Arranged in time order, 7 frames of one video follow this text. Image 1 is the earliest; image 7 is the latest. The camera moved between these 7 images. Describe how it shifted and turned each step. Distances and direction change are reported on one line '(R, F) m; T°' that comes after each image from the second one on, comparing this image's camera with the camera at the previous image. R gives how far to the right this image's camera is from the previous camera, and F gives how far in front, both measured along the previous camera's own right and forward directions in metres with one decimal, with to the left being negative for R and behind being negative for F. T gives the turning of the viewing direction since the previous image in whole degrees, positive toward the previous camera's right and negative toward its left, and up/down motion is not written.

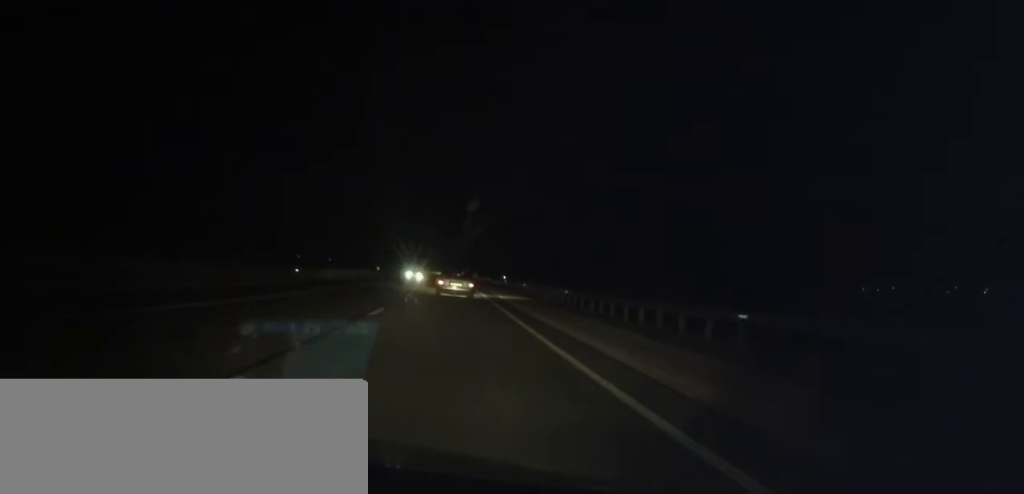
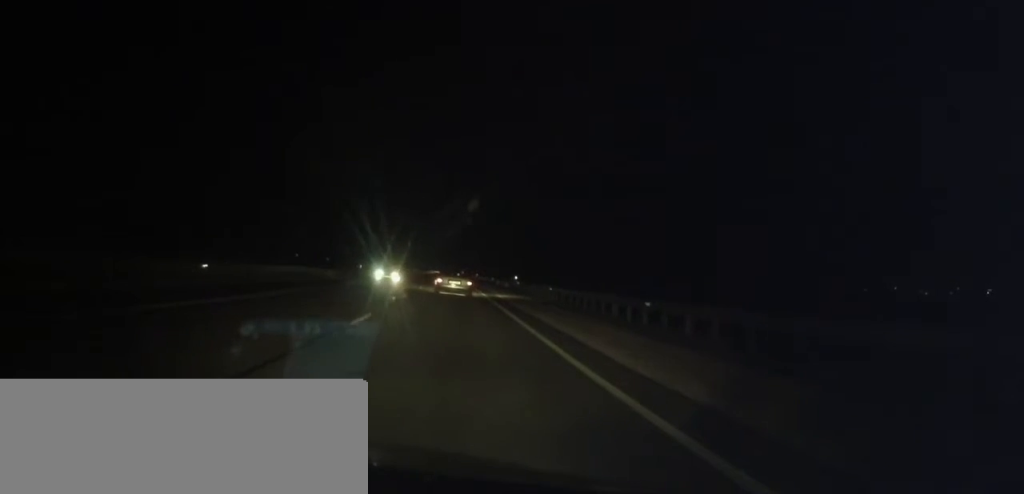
(0.0, +14.4) m; 0°
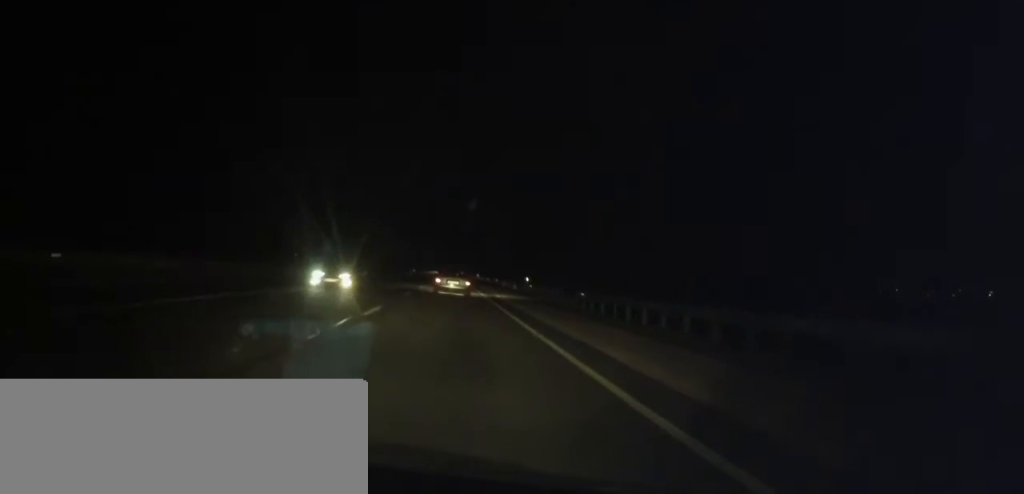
(+0.2, +9.8) m; 0°
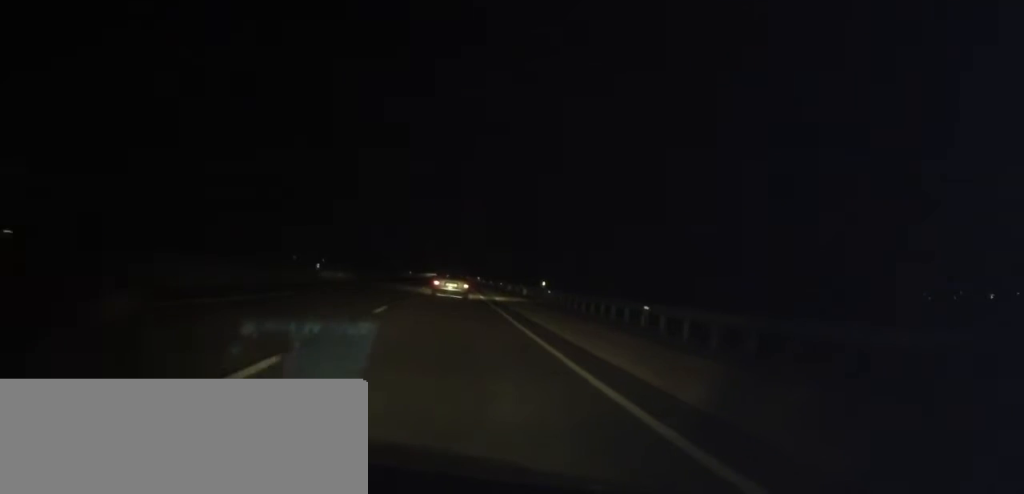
(+0.1, +9.8) m; 0°
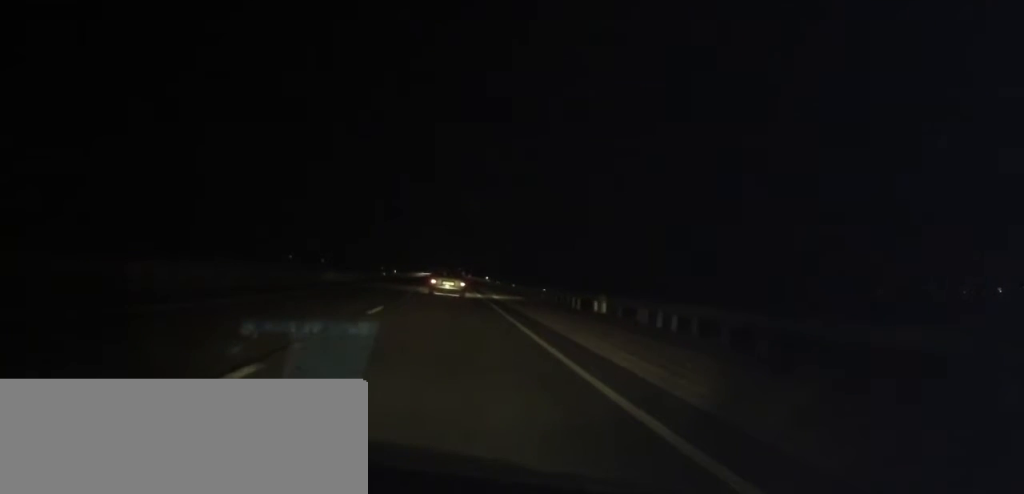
(-0.4, +36.0) m; 0°
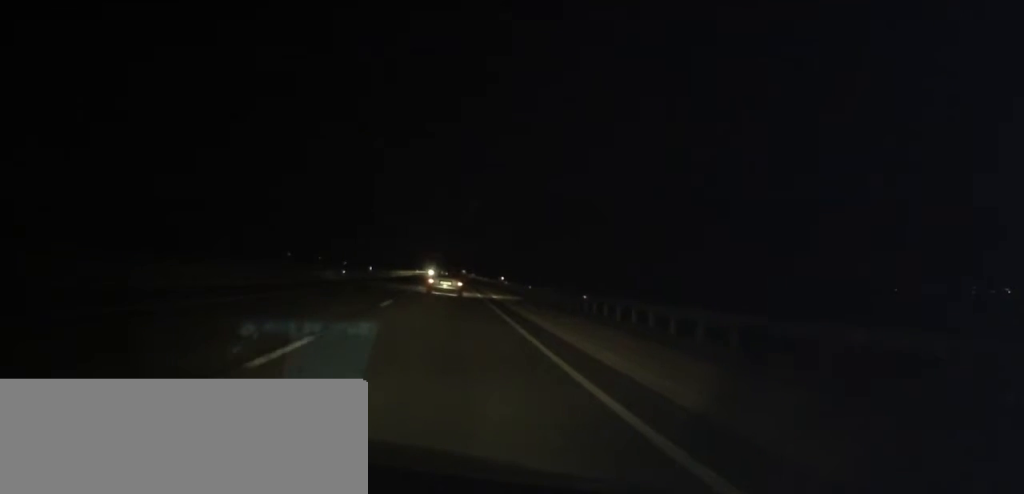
(+0.4, +32.8) m; 0°
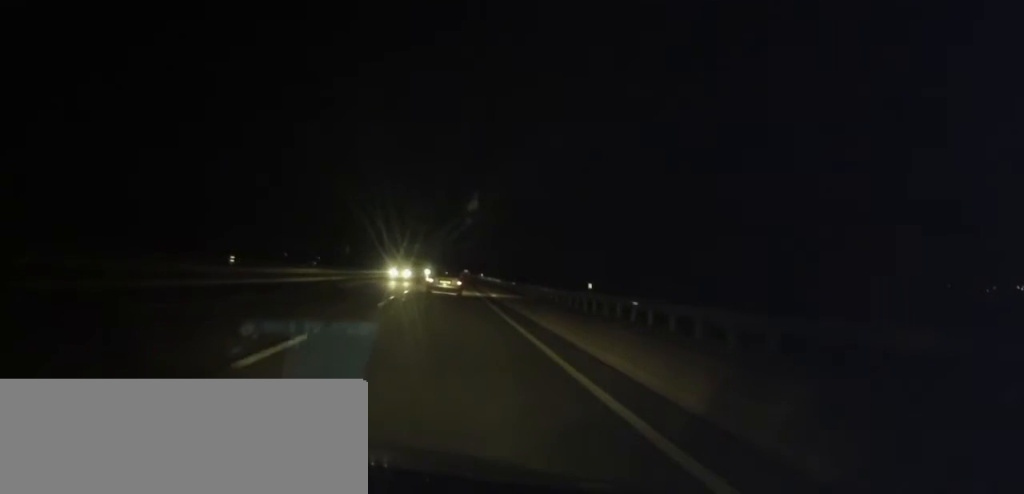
(-0.5, +48.0) m; 0°
